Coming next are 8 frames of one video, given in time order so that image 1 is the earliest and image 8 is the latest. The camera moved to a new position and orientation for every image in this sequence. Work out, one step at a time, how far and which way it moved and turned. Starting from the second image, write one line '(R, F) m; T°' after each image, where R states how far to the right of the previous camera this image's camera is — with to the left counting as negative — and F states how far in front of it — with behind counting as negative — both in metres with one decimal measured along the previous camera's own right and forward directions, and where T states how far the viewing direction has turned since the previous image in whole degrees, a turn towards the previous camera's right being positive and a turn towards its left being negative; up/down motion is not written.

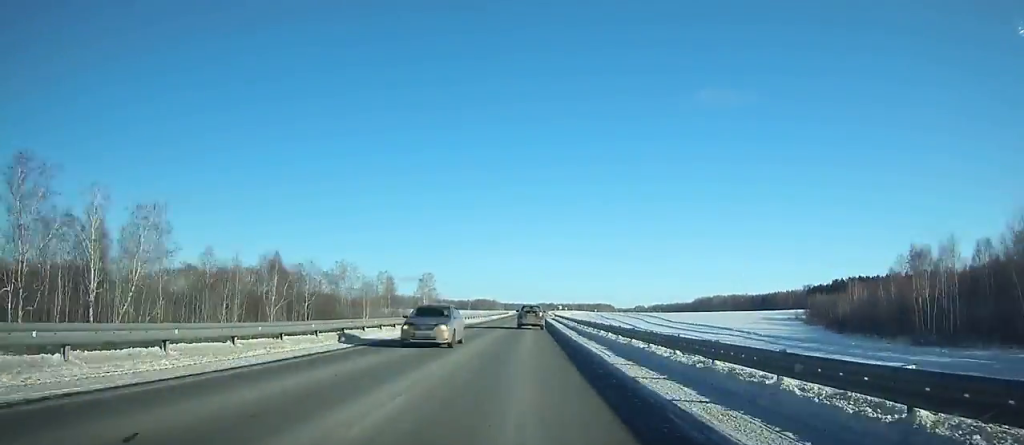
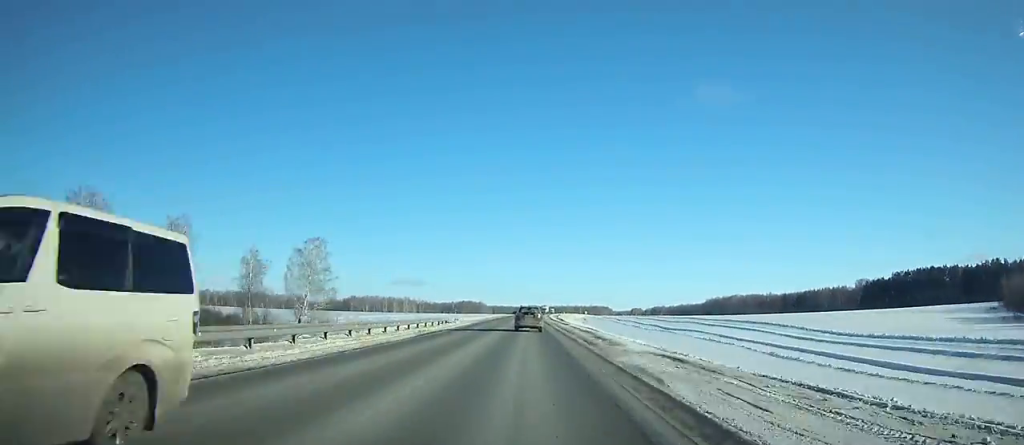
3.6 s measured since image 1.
(+0.7, +109.1) m; +1°
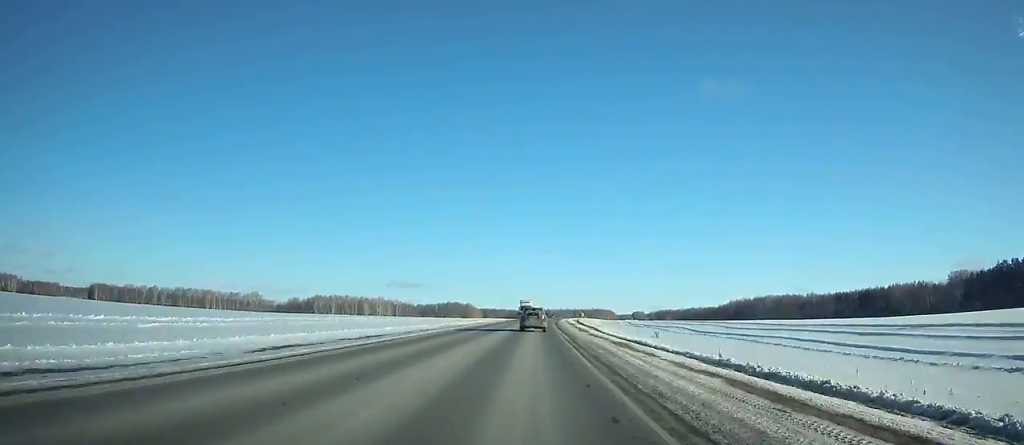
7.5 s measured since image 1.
(+0.8, +114.8) m; +1°
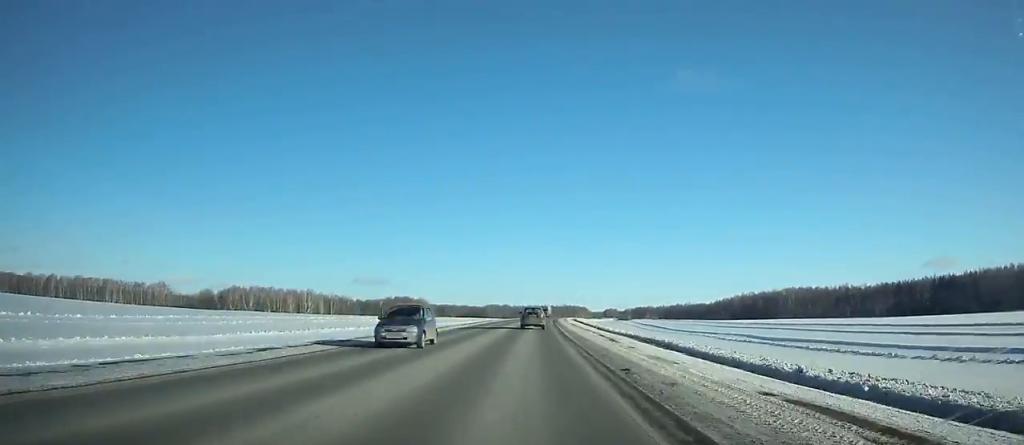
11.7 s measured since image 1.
(+2.7, +117.2) m; +3°
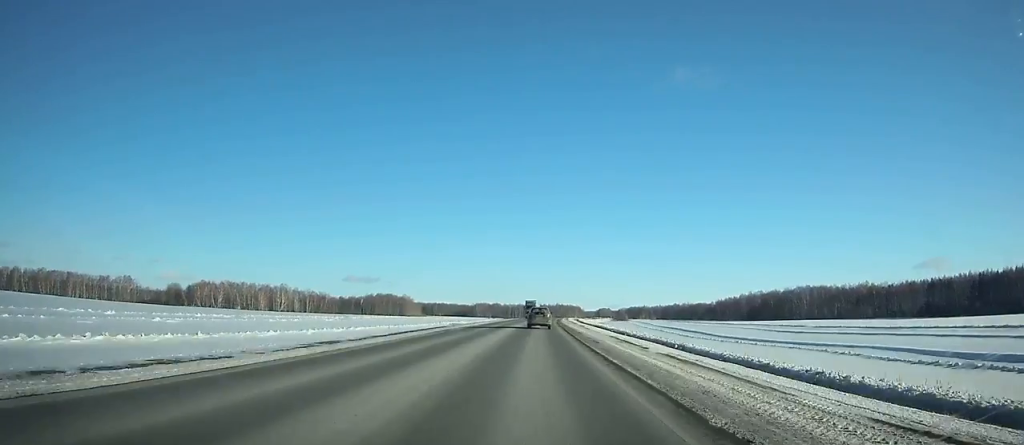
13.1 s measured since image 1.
(+0.2, +38.5) m; +1°
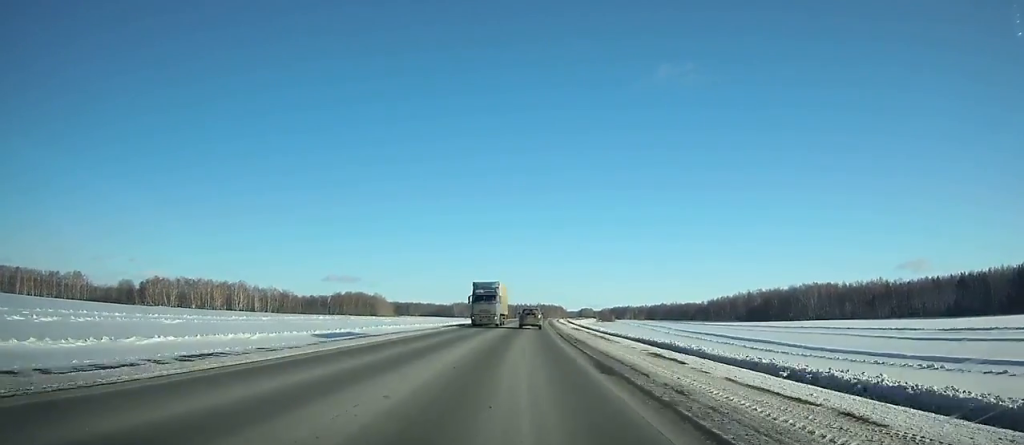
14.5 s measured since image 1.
(+0.5, +39.9) m; +1°
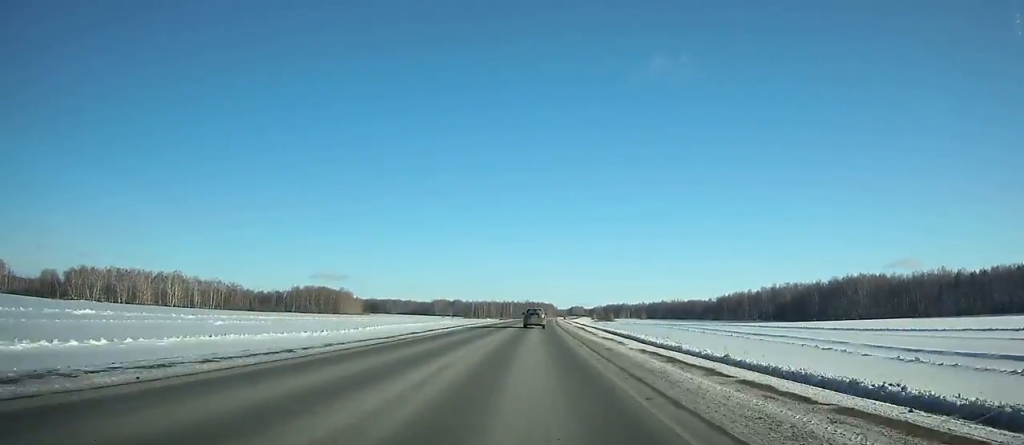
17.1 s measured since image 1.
(+1.0, +75.5) m; +2°
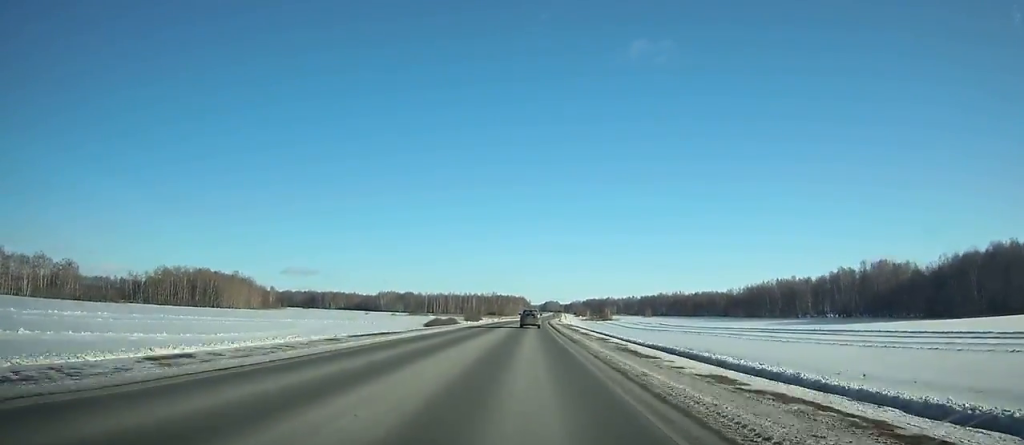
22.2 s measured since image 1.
(+4.4, +153.5) m; +3°
